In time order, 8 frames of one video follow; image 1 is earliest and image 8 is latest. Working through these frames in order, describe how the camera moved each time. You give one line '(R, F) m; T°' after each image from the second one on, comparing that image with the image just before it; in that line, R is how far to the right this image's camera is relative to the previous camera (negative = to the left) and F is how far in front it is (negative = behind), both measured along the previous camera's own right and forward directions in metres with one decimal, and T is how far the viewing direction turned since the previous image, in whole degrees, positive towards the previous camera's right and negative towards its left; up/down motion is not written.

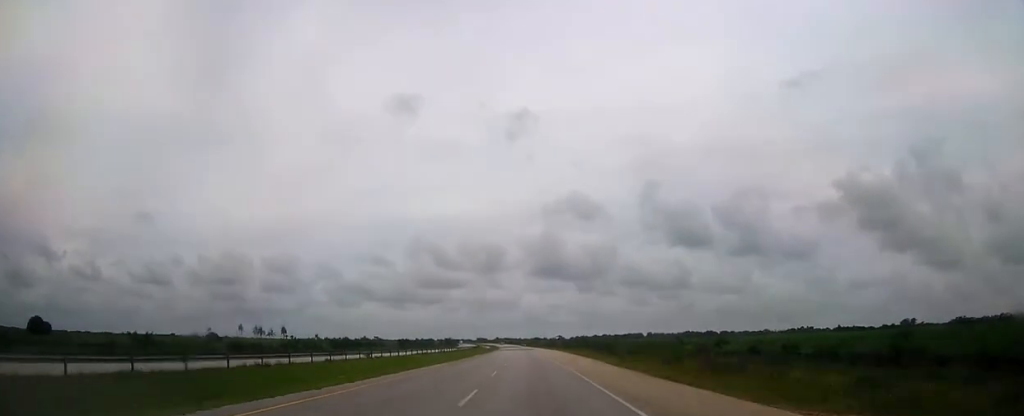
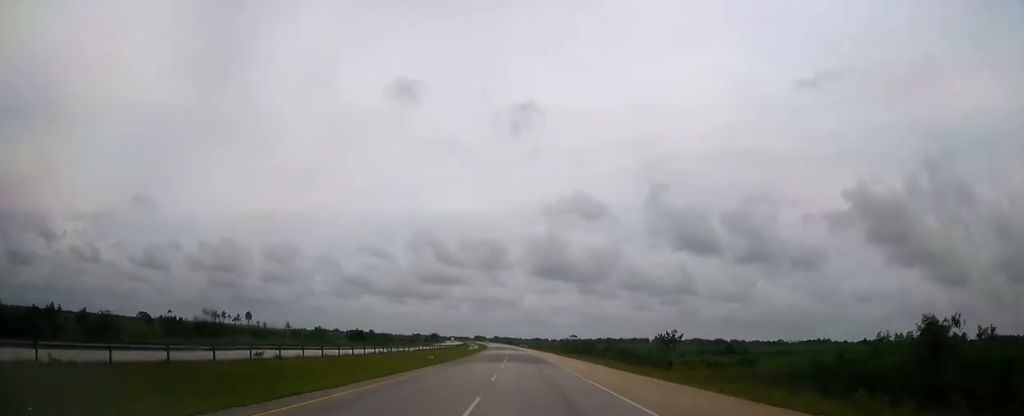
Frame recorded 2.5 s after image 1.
(-0.3, +73.5) m; 0°
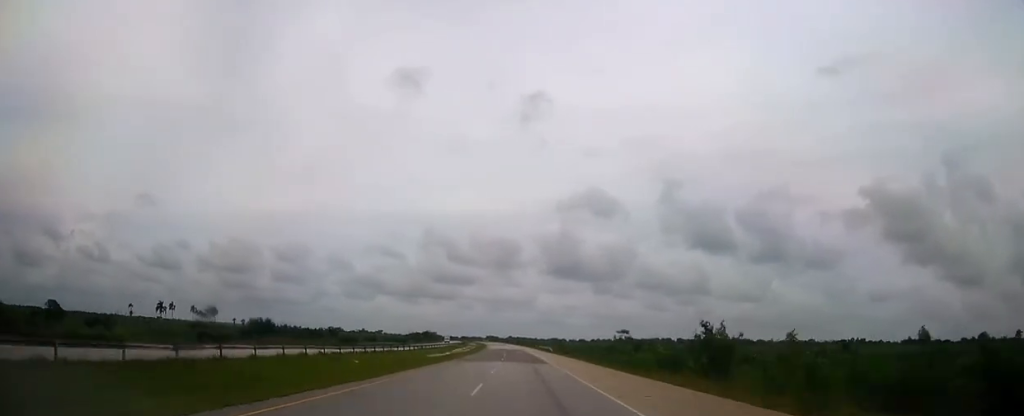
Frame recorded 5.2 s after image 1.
(-0.5, +79.4) m; -1°
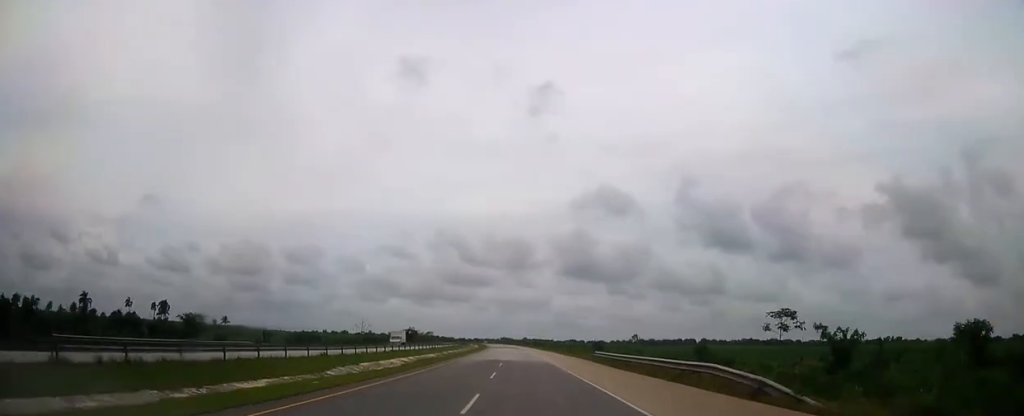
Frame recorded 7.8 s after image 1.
(-0.9, +75.4) m; -1°
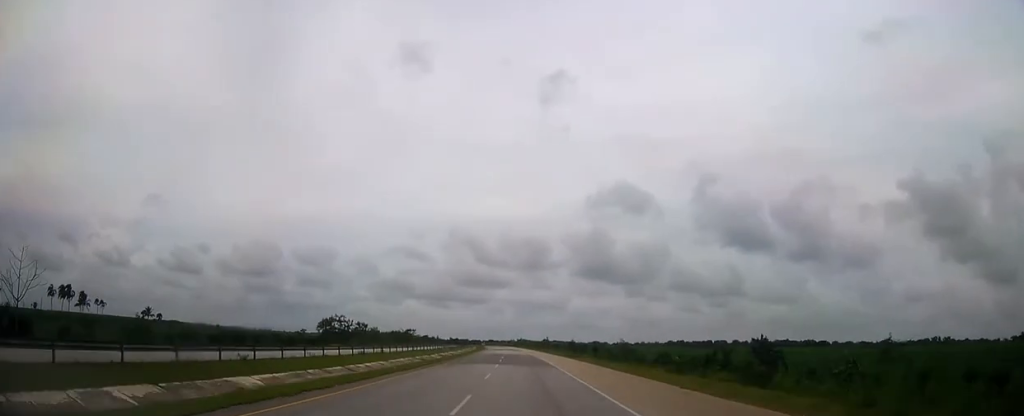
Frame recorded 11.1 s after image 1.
(-1.7, +96.1) m; -2°
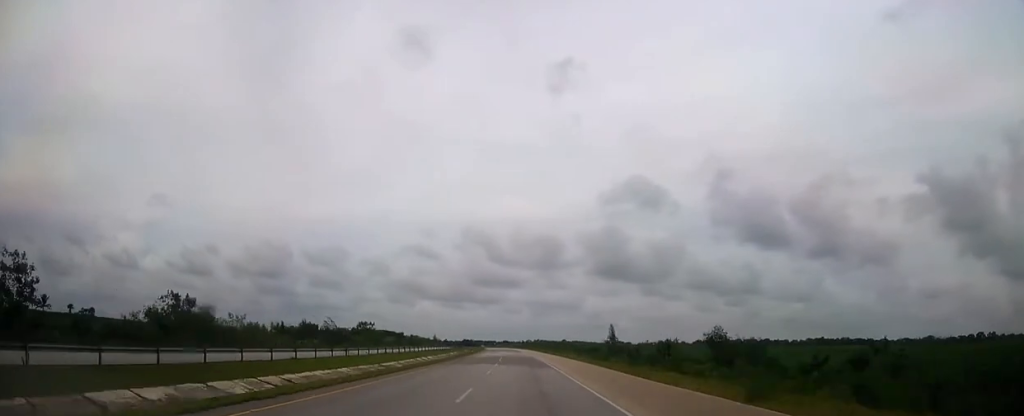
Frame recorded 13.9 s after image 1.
(-1.1, +81.4) m; -2°
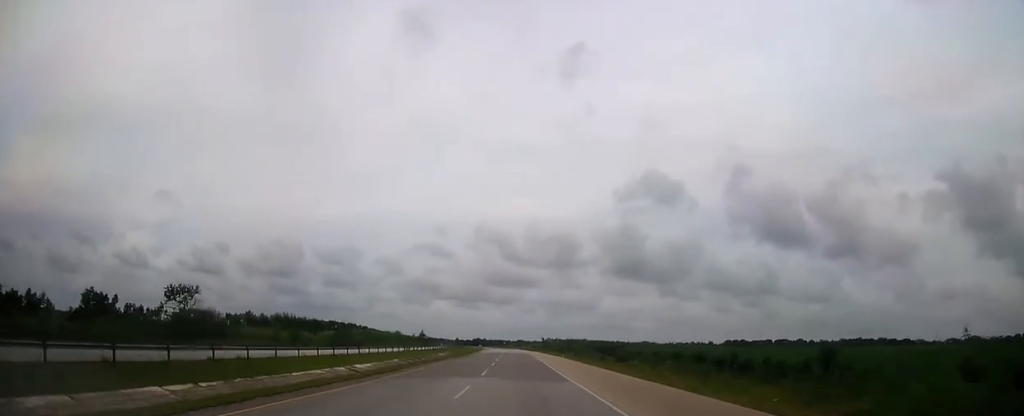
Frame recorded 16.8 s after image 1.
(-1.0, +83.9) m; -2°
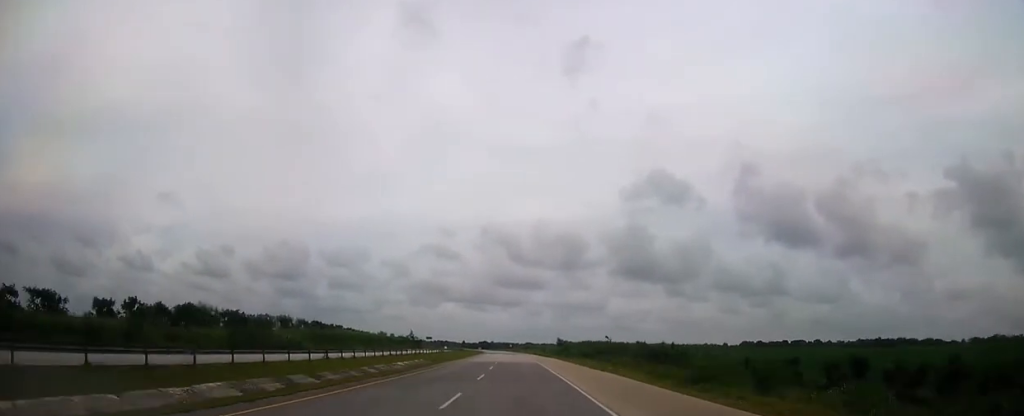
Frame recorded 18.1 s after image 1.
(-0.3, +37.7) m; -1°
